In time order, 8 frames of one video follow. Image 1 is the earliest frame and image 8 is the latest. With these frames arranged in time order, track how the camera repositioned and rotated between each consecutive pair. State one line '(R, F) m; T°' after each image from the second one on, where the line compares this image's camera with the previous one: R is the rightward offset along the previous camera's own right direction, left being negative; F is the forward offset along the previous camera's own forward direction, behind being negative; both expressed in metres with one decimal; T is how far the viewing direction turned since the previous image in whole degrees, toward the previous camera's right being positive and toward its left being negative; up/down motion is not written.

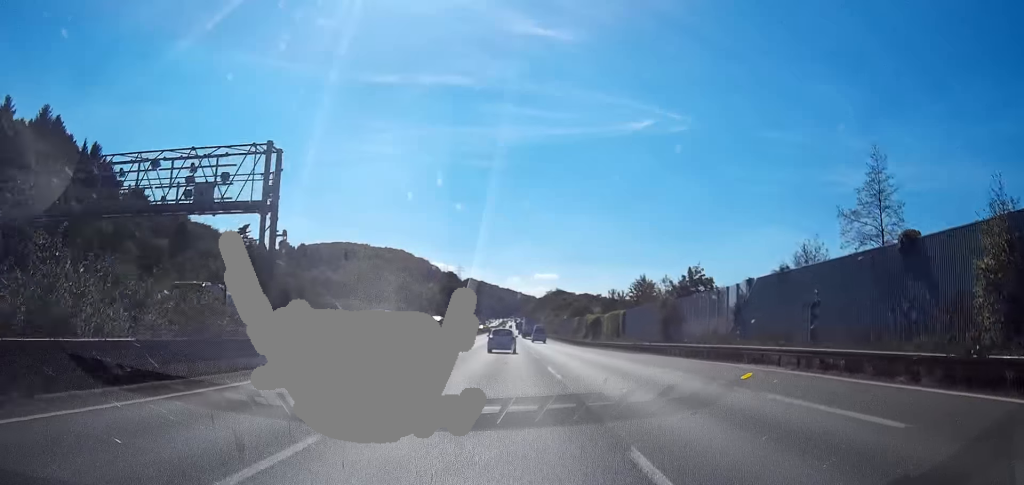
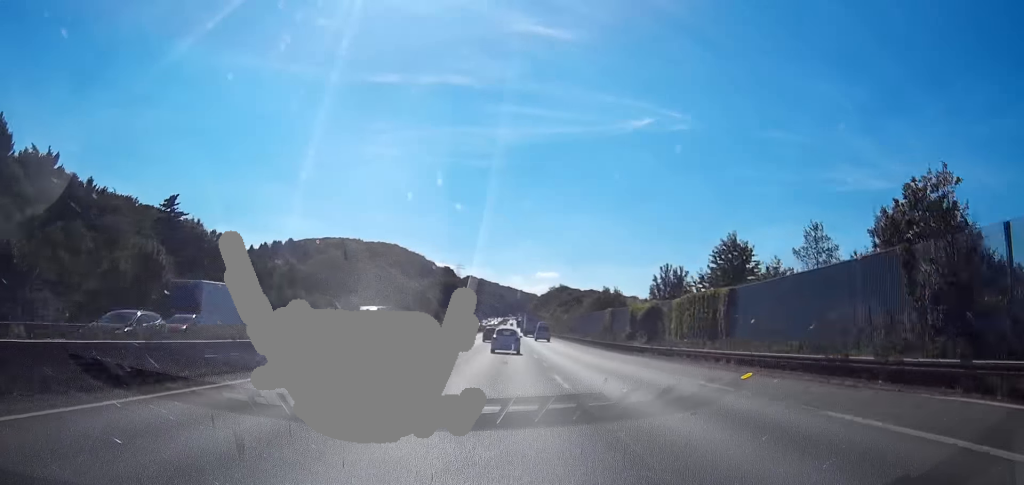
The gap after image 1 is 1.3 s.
(+0.2, +39.7) m; 0°
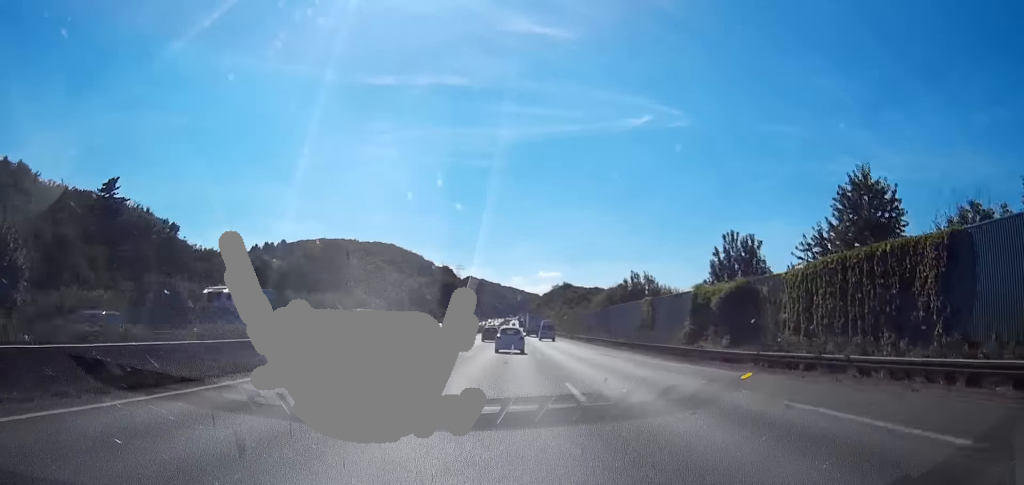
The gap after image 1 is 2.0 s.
(0.0, +22.7) m; 0°
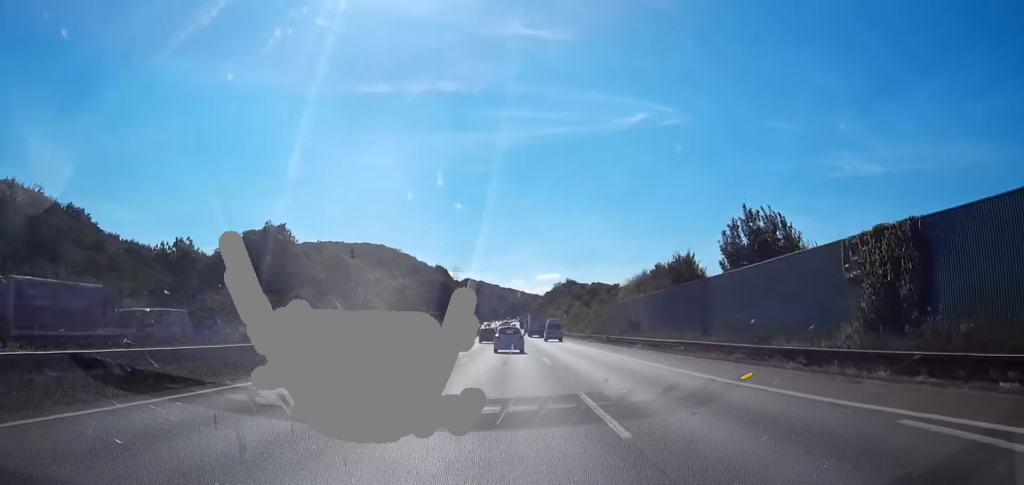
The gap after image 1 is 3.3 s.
(+0.2, +38.2) m; 0°
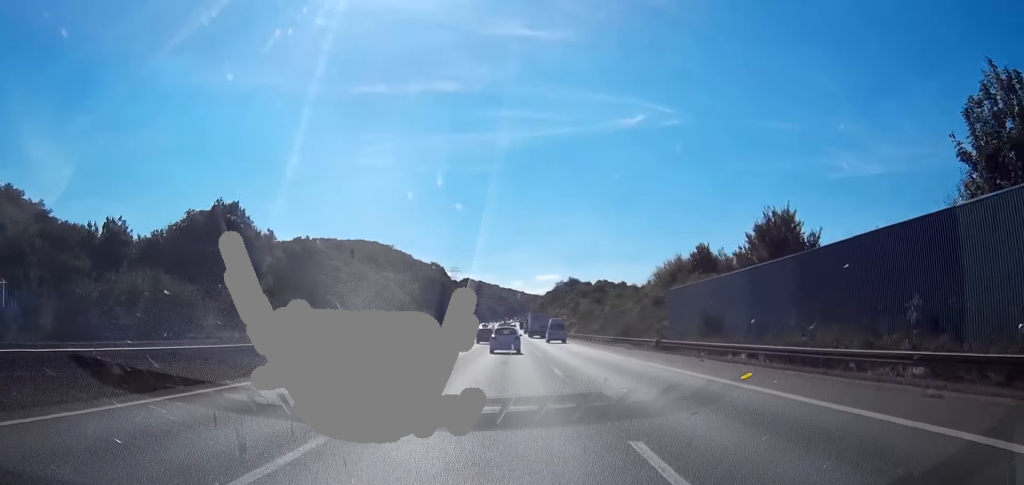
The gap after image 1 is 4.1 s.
(0.0, +21.9) m; 0°
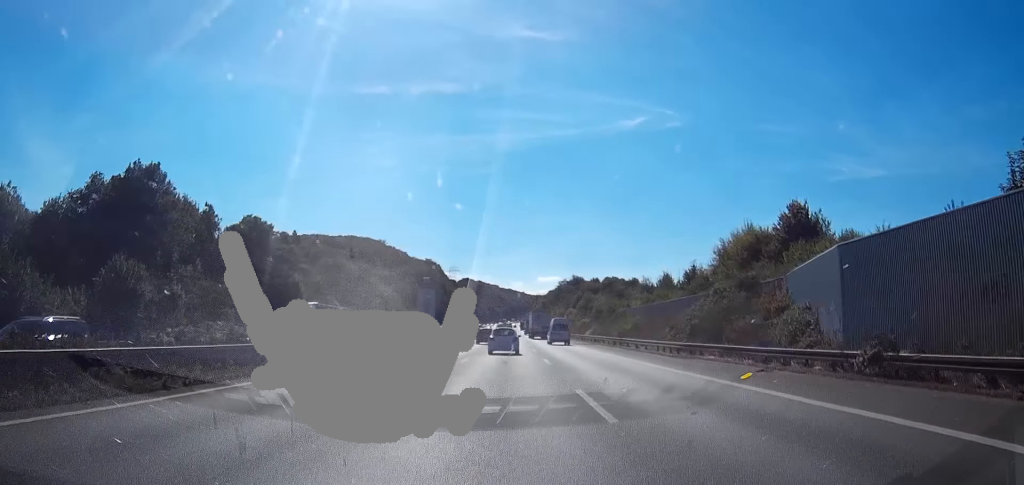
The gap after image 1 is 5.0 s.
(0.0, +23.3) m; 0°
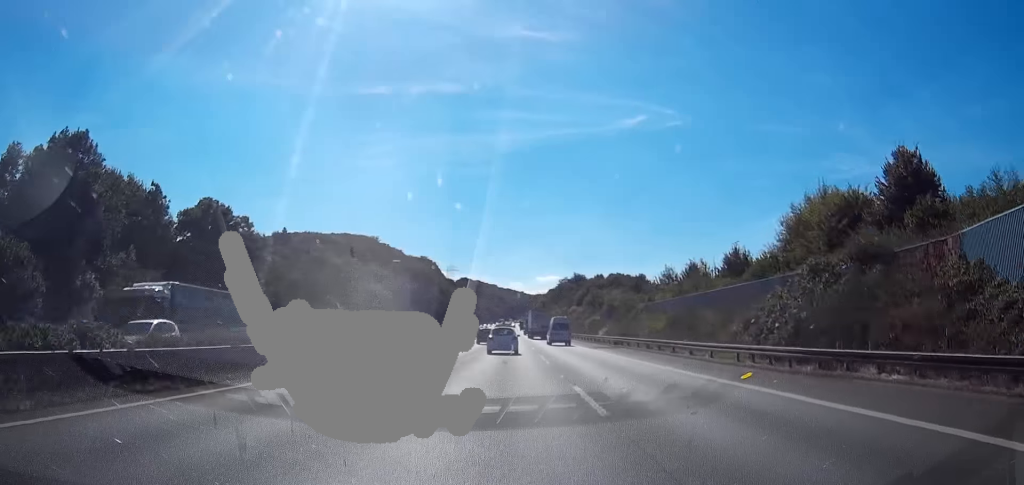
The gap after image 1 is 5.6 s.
(0.0, +12.7) m; 0°
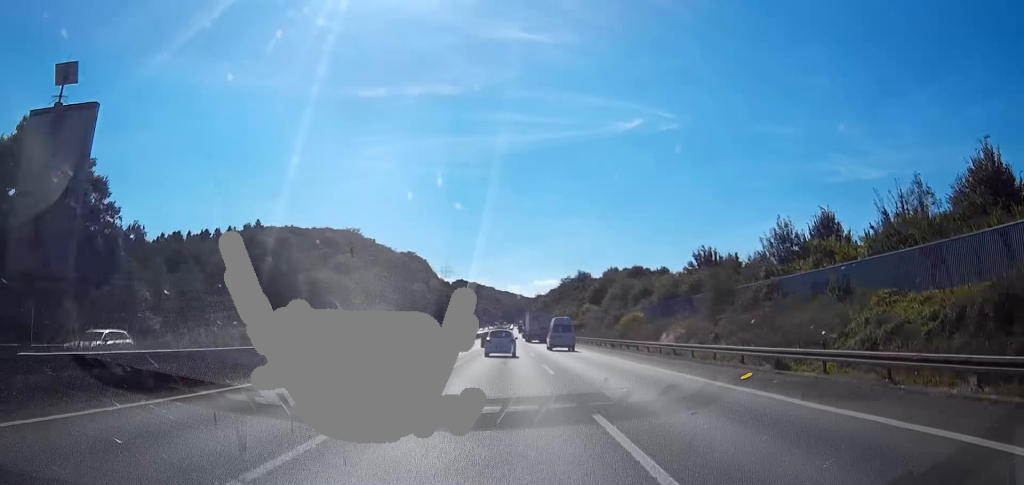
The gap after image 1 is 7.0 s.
(0.0, +30.9) m; 0°
